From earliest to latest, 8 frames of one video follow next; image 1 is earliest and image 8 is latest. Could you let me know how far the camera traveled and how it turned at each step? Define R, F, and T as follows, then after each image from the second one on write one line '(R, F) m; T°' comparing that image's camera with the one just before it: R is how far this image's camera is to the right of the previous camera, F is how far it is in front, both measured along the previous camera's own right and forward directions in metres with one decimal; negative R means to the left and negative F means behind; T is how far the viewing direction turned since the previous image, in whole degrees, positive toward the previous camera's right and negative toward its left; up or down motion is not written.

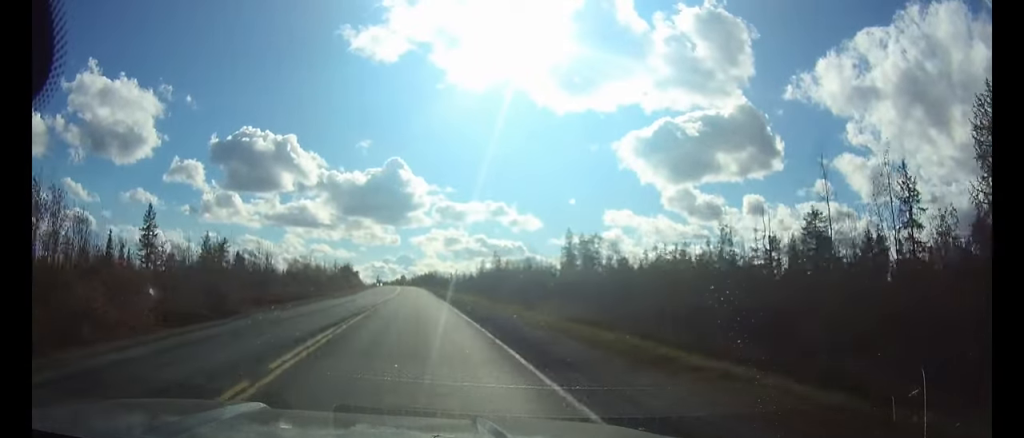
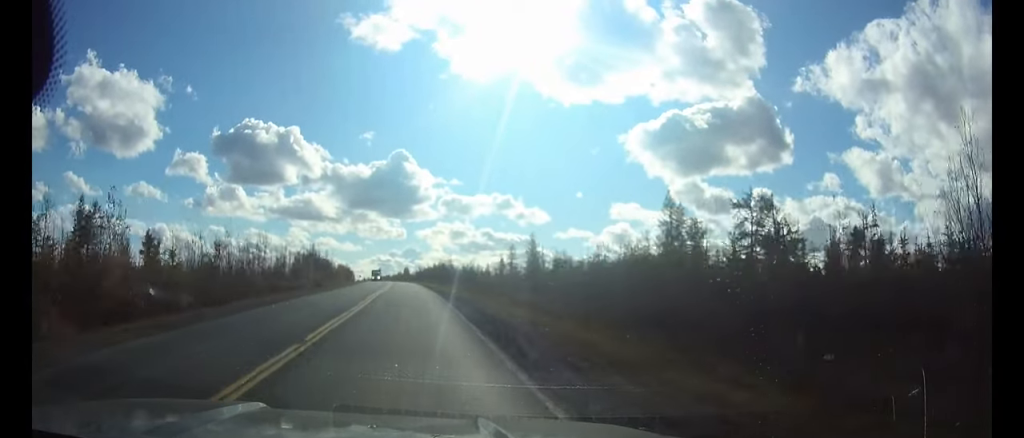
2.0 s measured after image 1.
(-0.3, +43.8) m; -1°
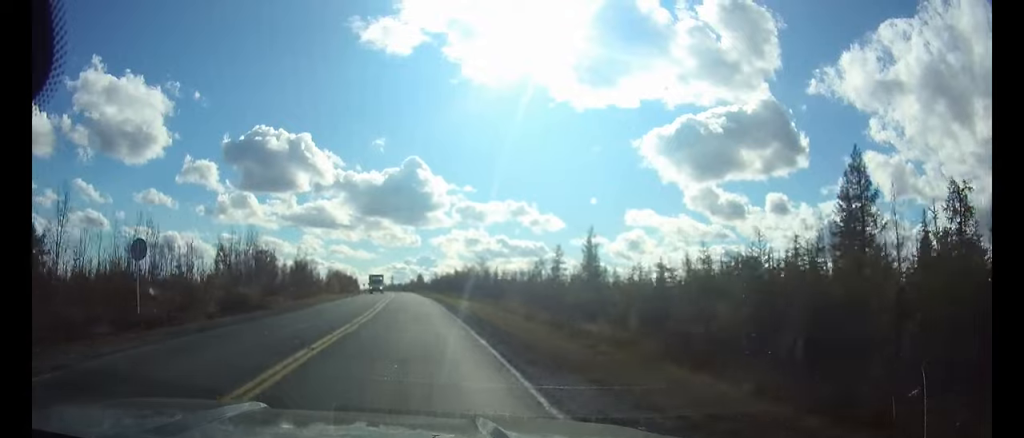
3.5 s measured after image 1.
(-0.3, +34.2) m; -1°
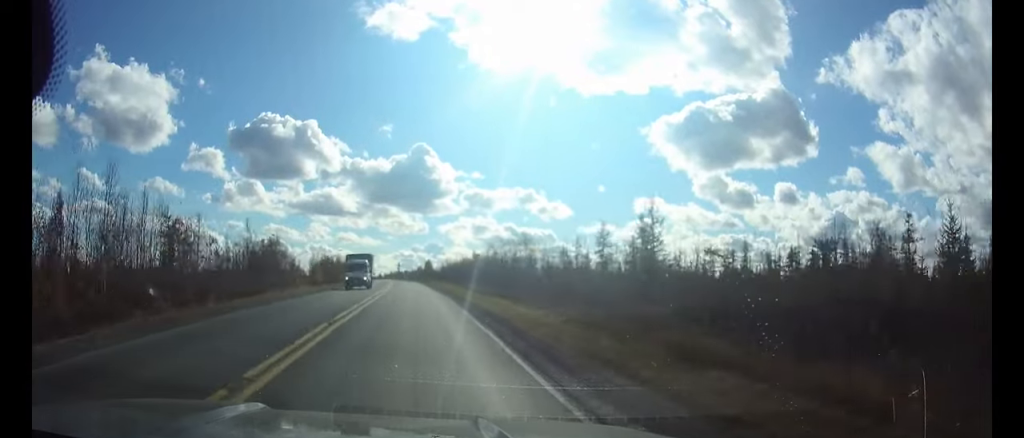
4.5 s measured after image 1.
(-0.2, +22.8) m; -1°
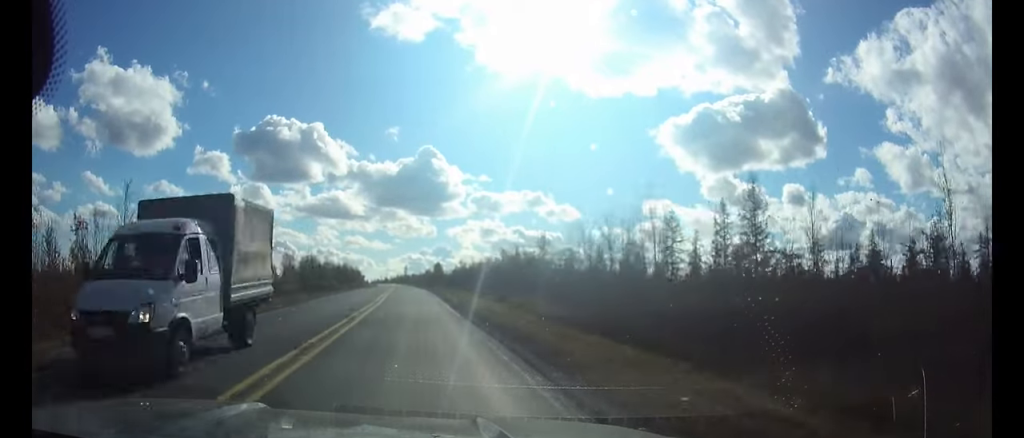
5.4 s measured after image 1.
(-0.1, +21.9) m; -1°
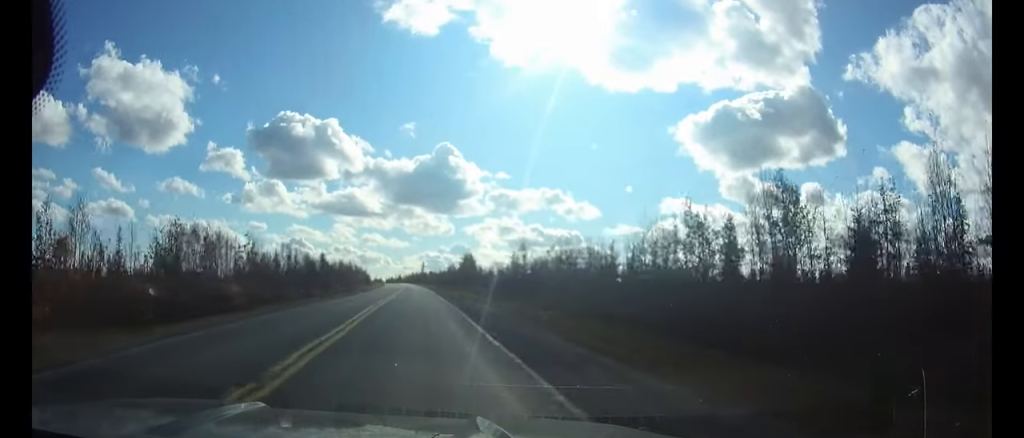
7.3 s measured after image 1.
(-0.7, +45.0) m; -1°
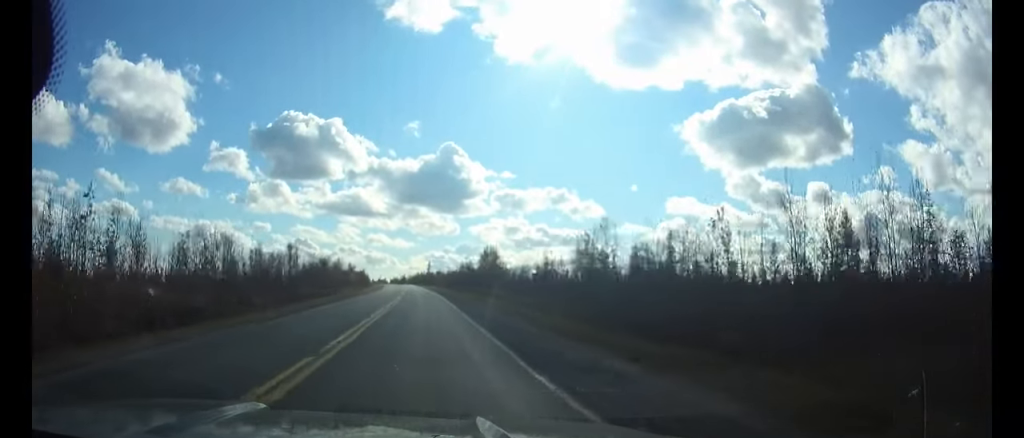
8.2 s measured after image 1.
(-0.1, +20.7) m; 0°
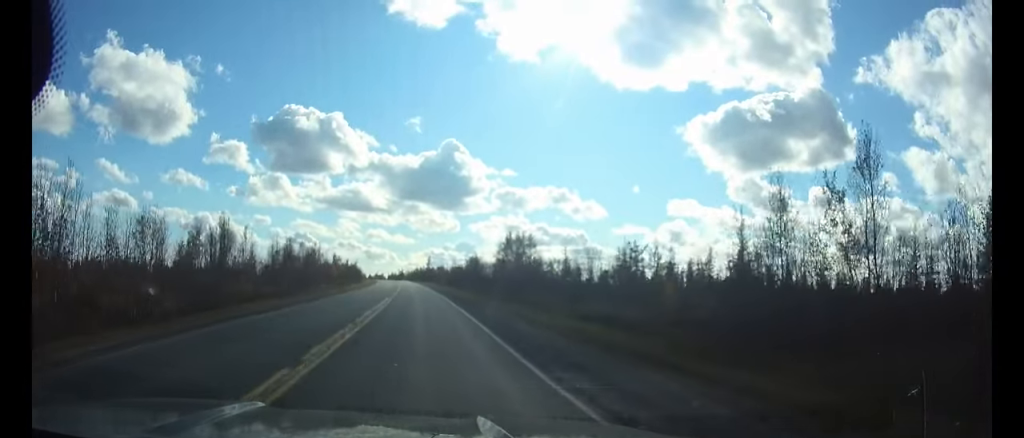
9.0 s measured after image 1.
(0.0, +18.5) m; 0°
